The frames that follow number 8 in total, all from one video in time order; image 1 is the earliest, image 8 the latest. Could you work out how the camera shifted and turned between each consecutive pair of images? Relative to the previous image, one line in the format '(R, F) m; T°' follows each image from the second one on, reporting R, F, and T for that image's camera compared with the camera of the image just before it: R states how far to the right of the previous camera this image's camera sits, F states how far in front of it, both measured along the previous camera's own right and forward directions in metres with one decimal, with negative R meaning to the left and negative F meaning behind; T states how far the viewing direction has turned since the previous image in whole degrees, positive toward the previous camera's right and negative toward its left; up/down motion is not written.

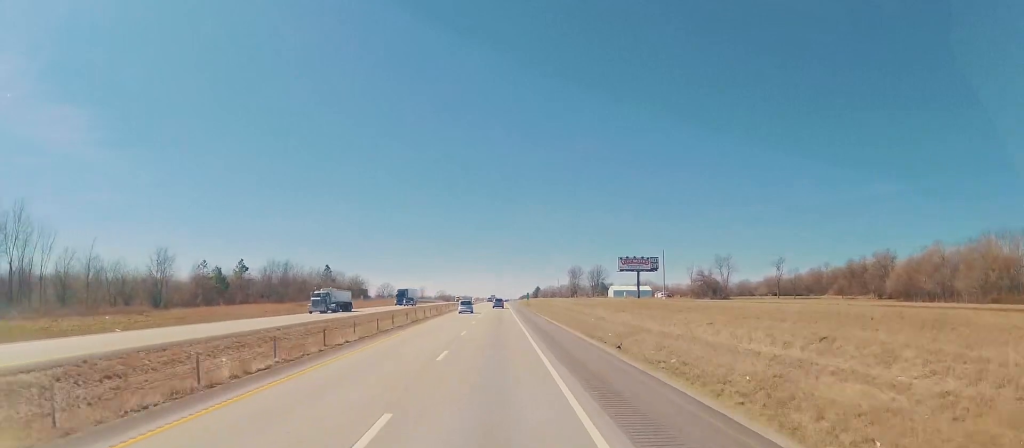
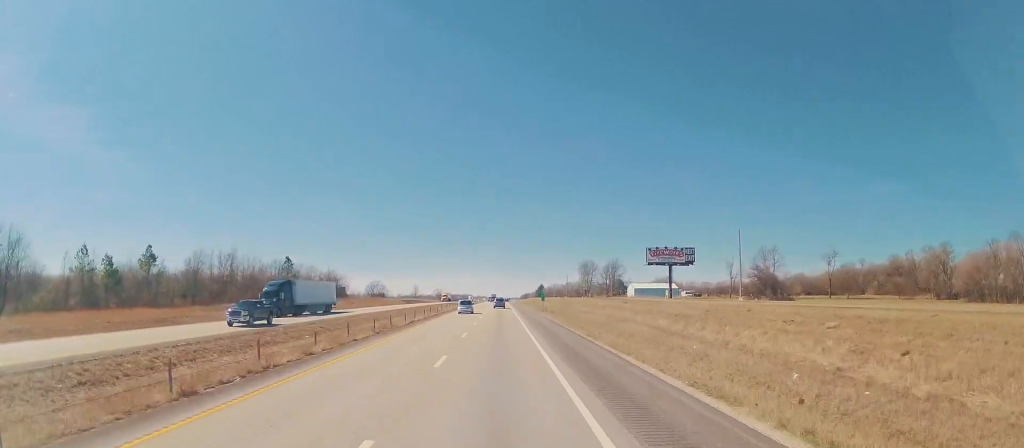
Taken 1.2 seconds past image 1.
(0.0, +38.2) m; -1°
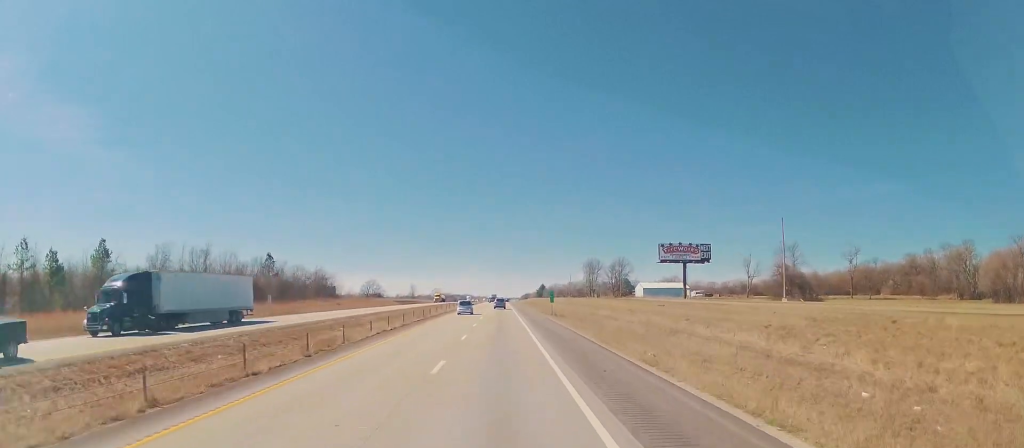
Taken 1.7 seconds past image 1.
(0.0, +13.4) m; 0°
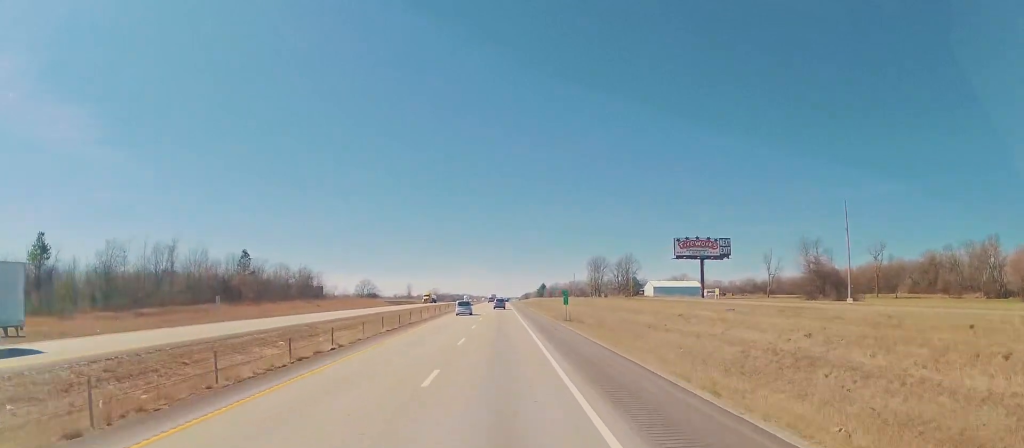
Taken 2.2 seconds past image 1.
(-0.3, +14.5) m; 0°
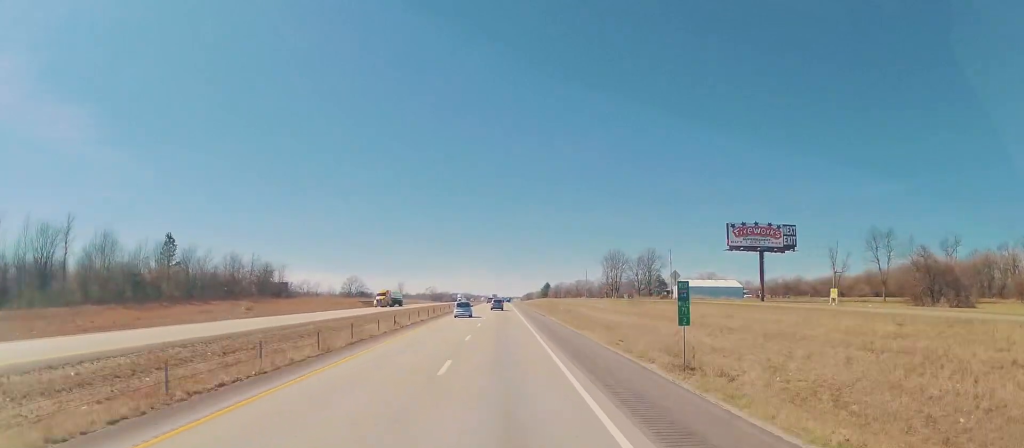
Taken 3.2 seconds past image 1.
(+0.1, +32.3) m; 0°
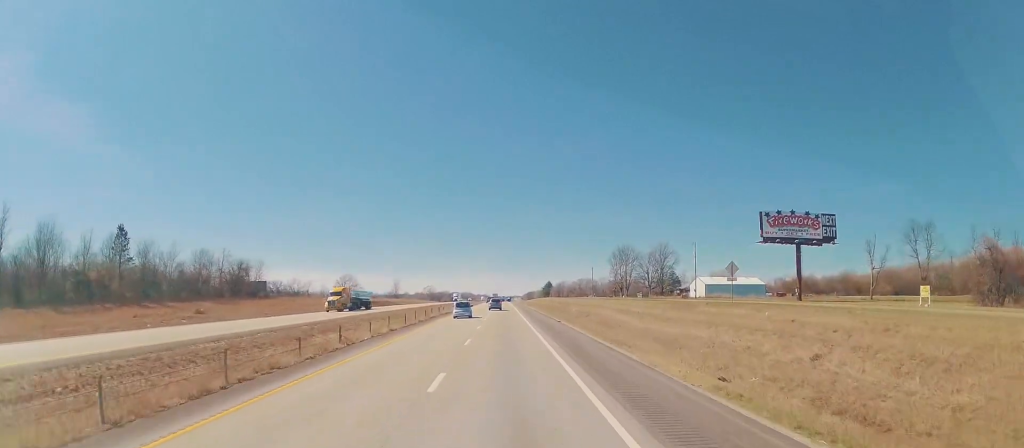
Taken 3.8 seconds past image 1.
(+0.1, +15.3) m; 0°
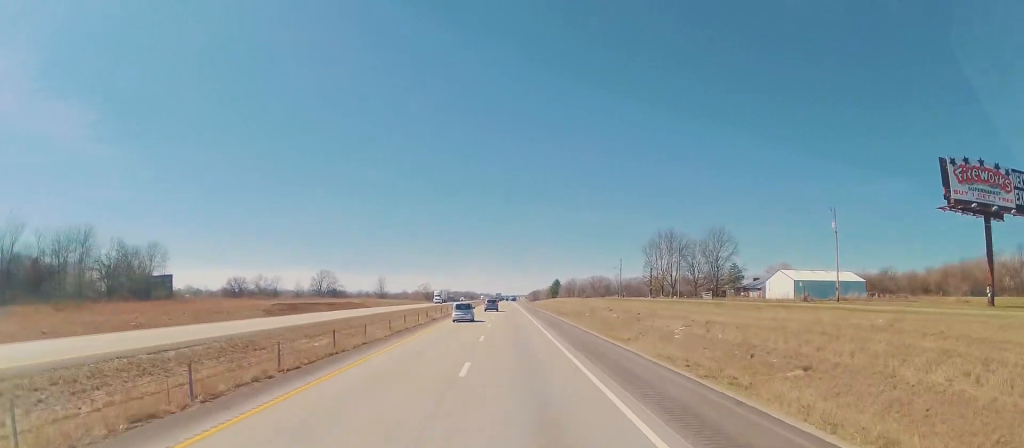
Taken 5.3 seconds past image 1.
(-0.3, +44.6) m; -1°
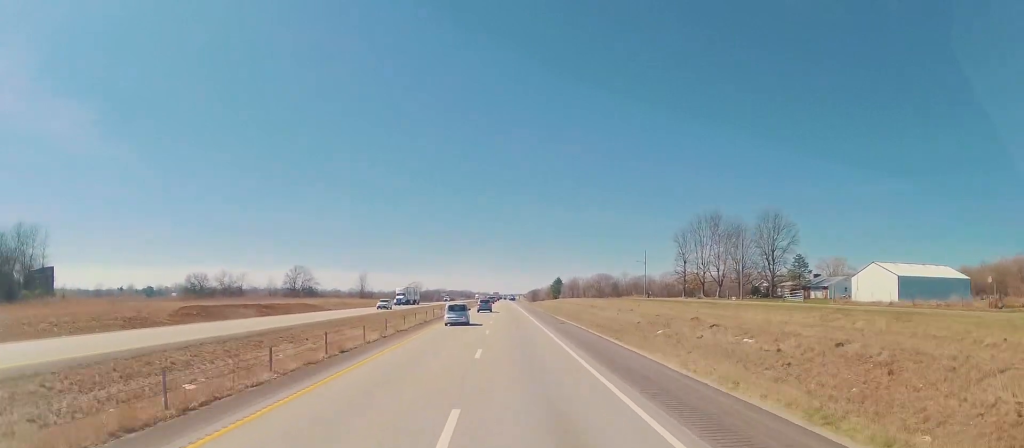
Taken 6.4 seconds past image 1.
(-0.1, +30.7) m; 0°
